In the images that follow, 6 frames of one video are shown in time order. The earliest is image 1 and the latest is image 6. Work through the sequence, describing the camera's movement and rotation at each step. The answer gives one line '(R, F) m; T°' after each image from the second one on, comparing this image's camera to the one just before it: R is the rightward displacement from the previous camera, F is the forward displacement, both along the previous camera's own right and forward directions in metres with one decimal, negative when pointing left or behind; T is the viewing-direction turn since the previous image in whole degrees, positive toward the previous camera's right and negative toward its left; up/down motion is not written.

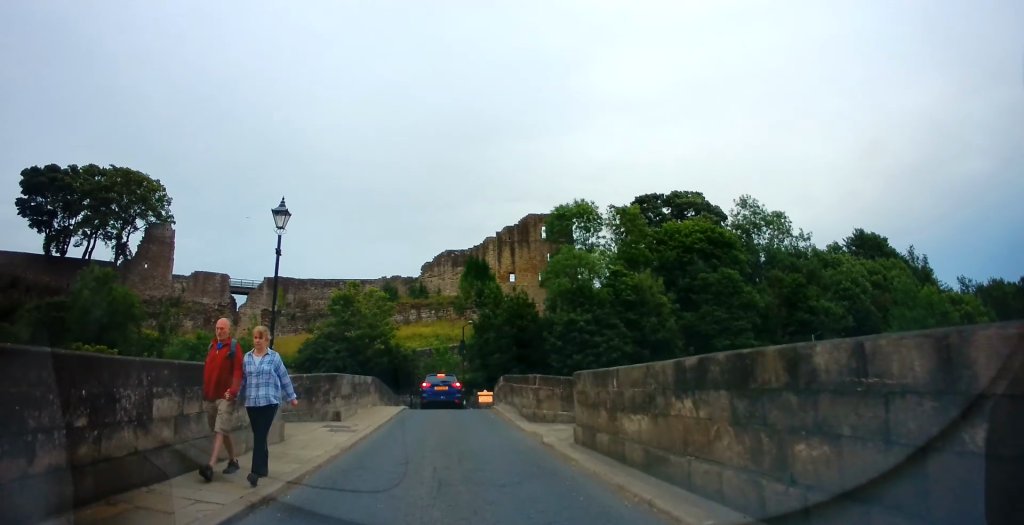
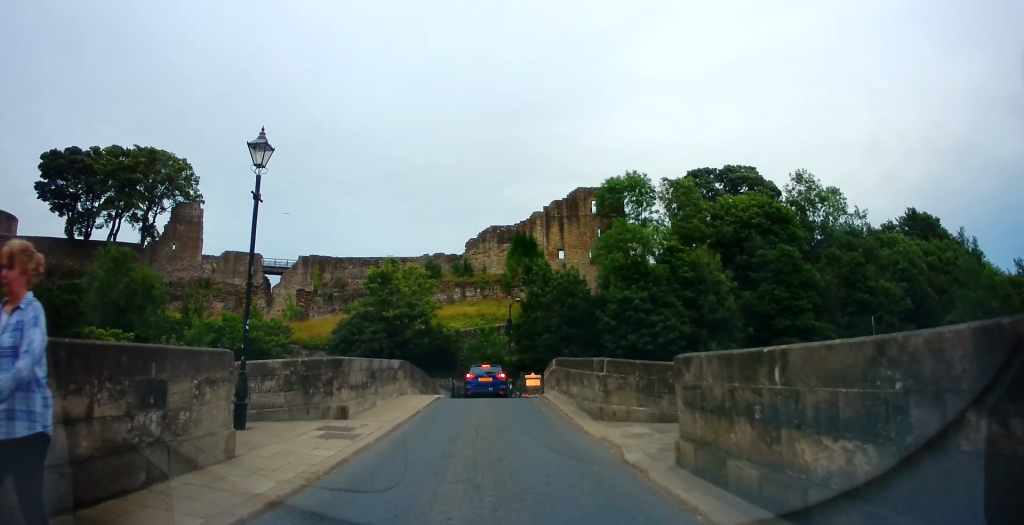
(0.0, +3.6) m; -2°
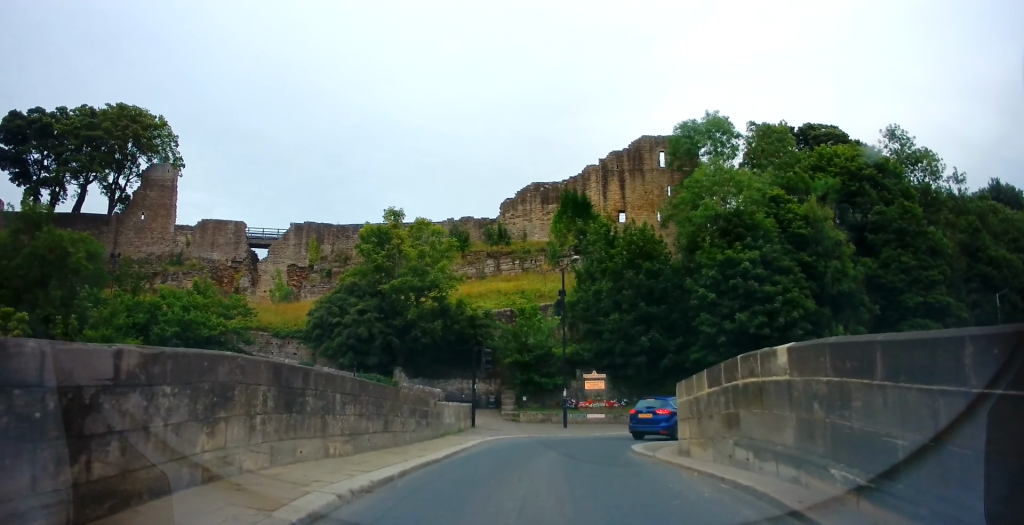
(-2.1, +14.8) m; -12°
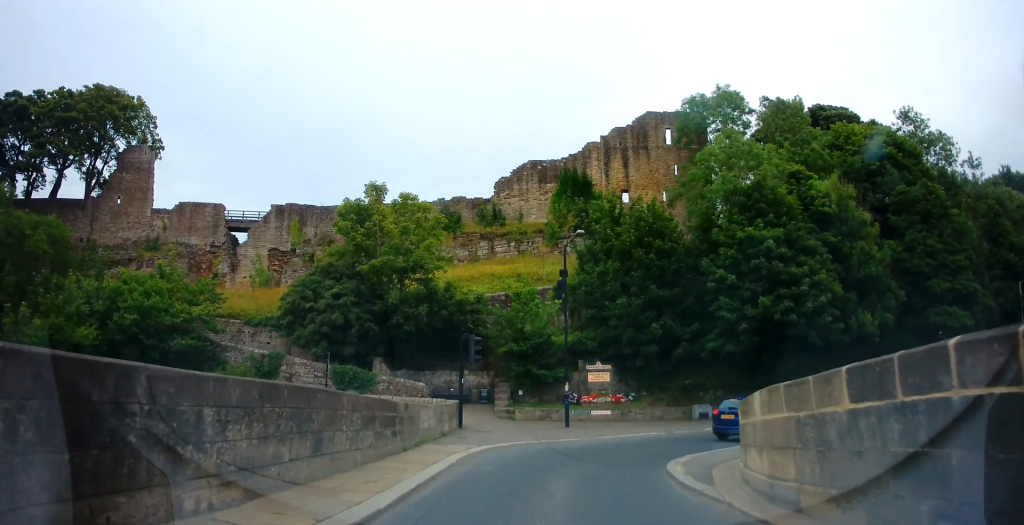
(0.0, +3.5) m; +4°
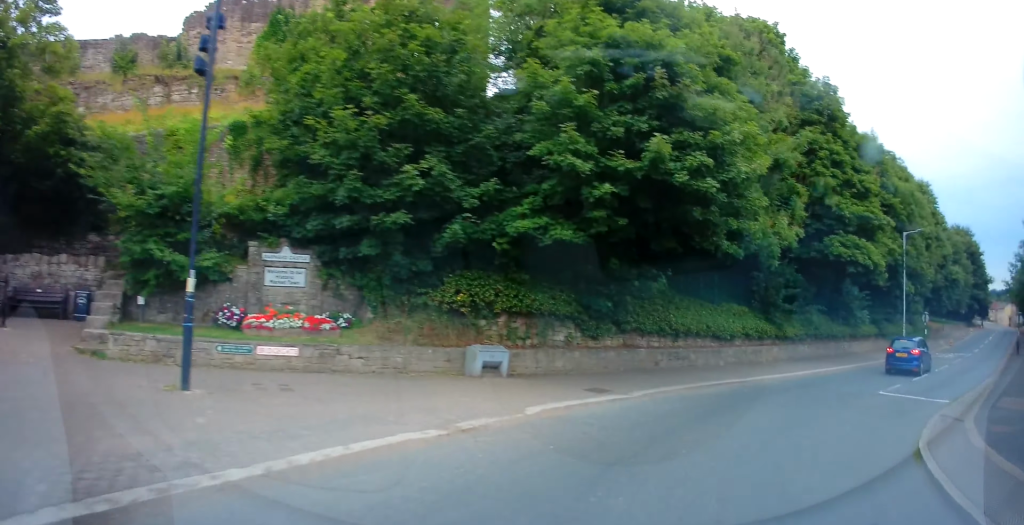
(+4.3, +14.3) m; +39°
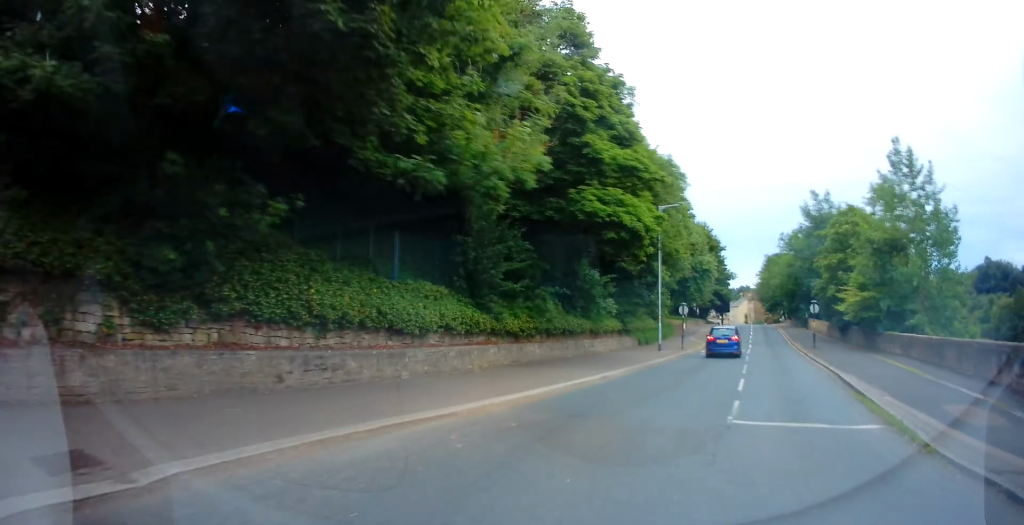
(+2.4, +8.5) m; +27°
